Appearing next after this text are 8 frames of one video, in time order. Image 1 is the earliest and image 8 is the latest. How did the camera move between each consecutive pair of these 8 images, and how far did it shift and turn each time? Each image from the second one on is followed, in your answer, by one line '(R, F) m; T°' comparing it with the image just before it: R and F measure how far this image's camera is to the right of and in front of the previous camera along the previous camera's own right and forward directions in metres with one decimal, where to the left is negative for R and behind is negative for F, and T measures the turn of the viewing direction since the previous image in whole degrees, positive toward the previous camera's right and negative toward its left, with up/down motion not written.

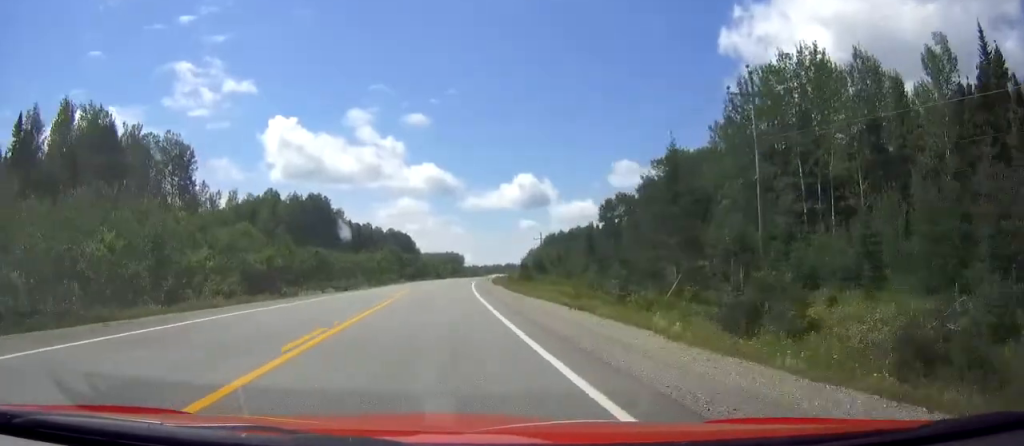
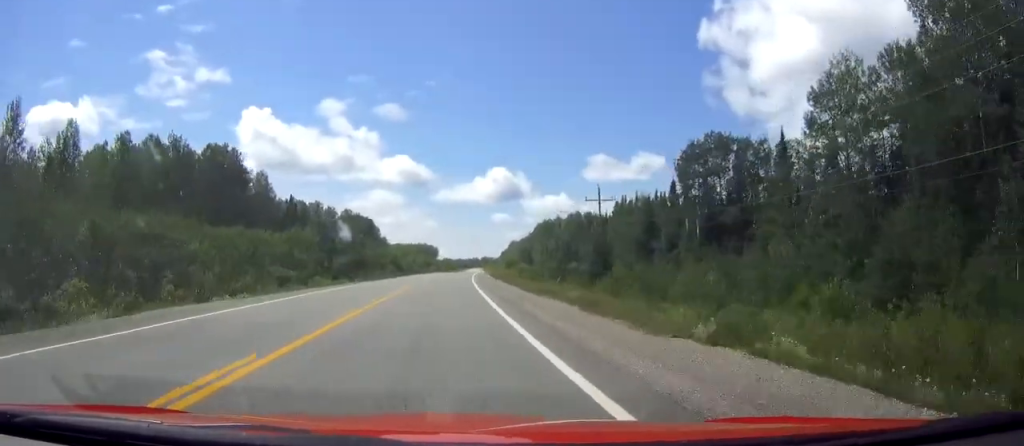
(+0.8, +58.4) m; +2°
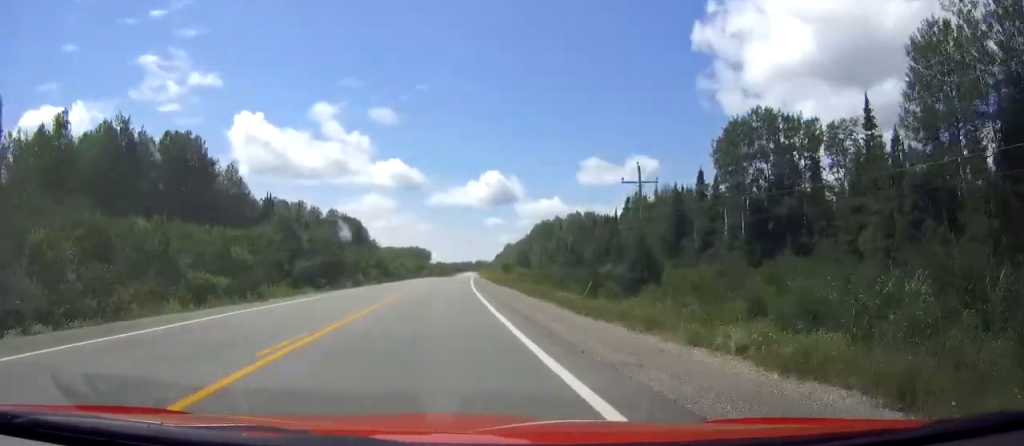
(+0.1, +14.3) m; 0°
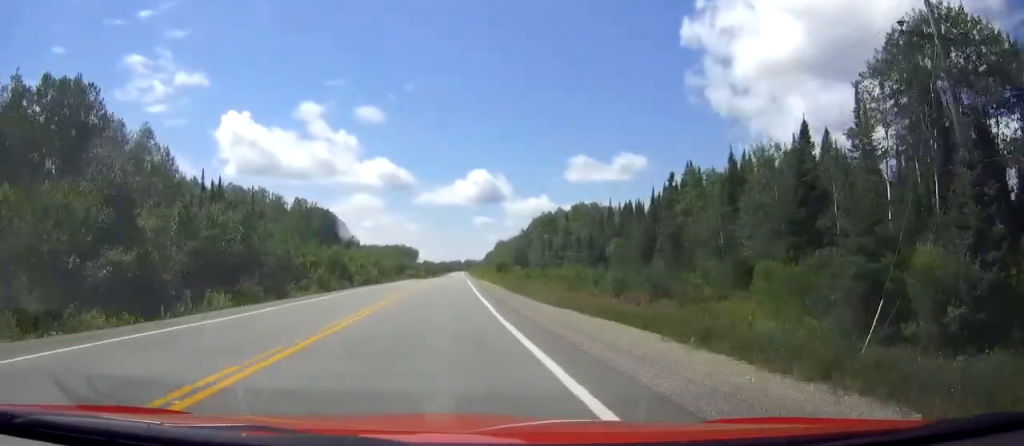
(+0.2, +30.8) m; +1°
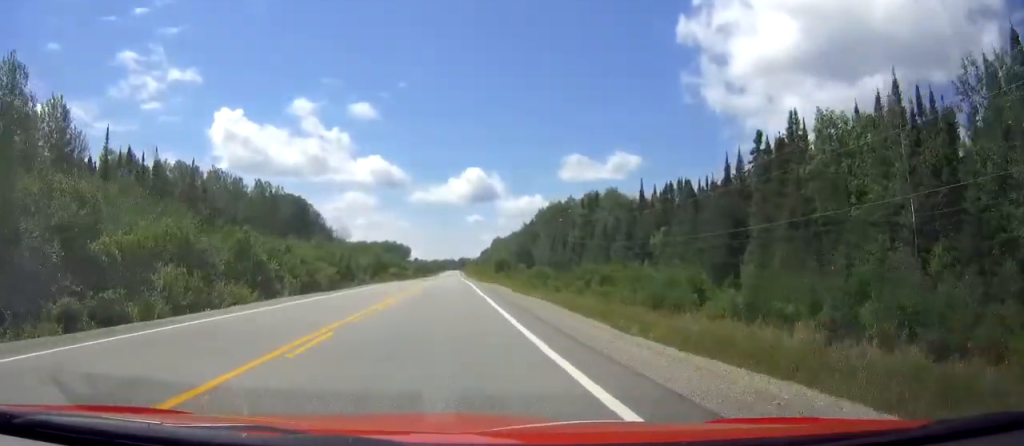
(+0.3, +29.9) m; +1°
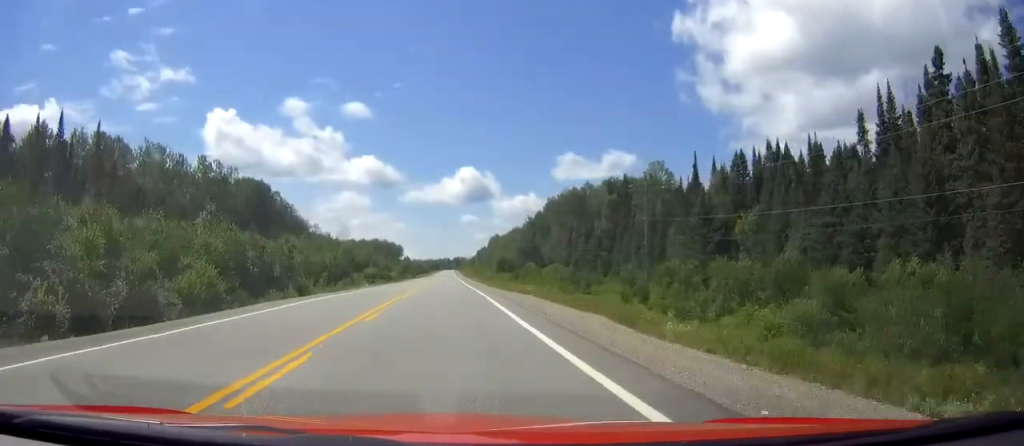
(+0.2, +30.1) m; +1°
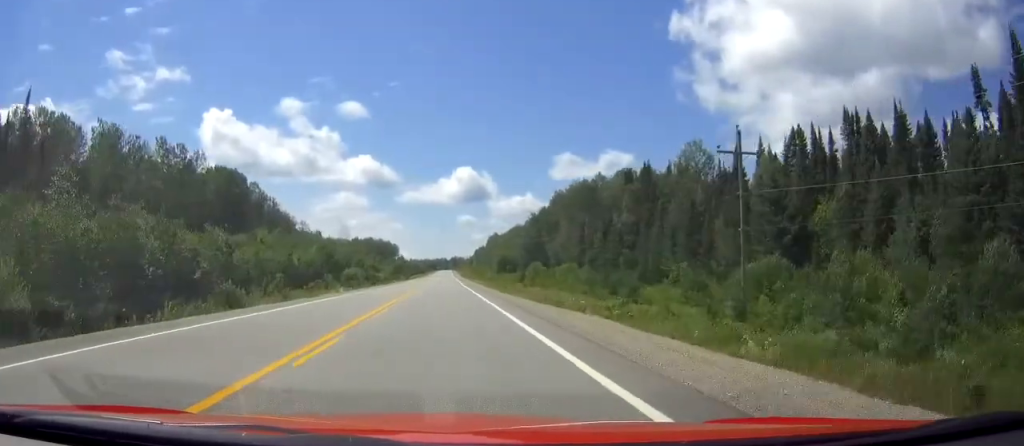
(+0.1, +15.6) m; 0°
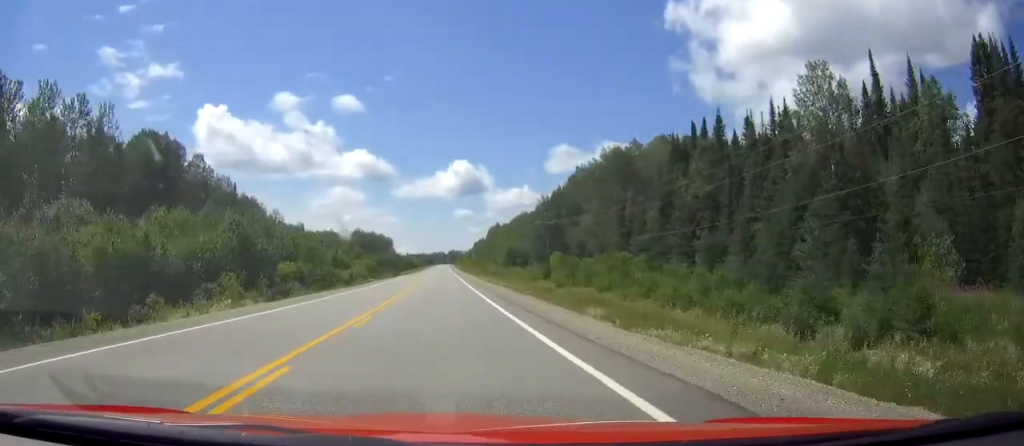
(0.0, +30.4) m; 0°
